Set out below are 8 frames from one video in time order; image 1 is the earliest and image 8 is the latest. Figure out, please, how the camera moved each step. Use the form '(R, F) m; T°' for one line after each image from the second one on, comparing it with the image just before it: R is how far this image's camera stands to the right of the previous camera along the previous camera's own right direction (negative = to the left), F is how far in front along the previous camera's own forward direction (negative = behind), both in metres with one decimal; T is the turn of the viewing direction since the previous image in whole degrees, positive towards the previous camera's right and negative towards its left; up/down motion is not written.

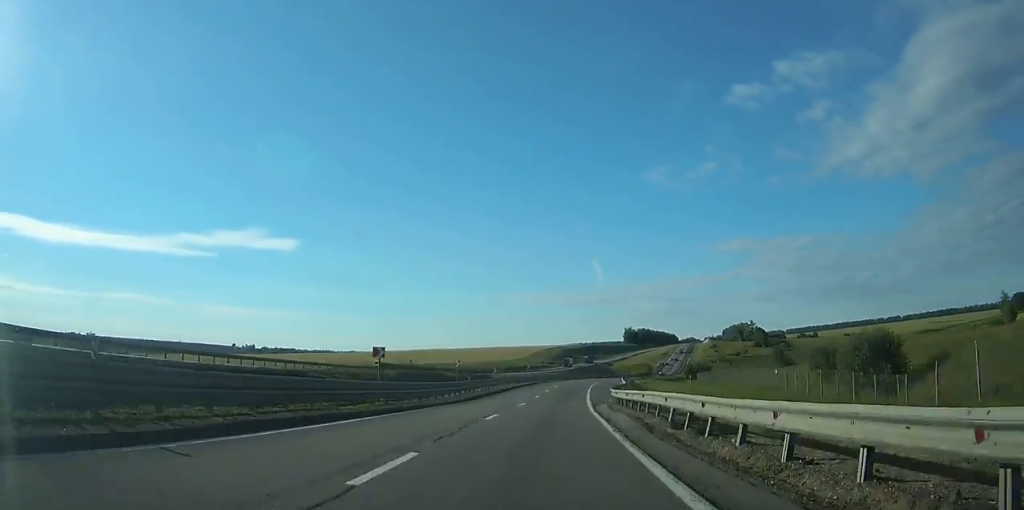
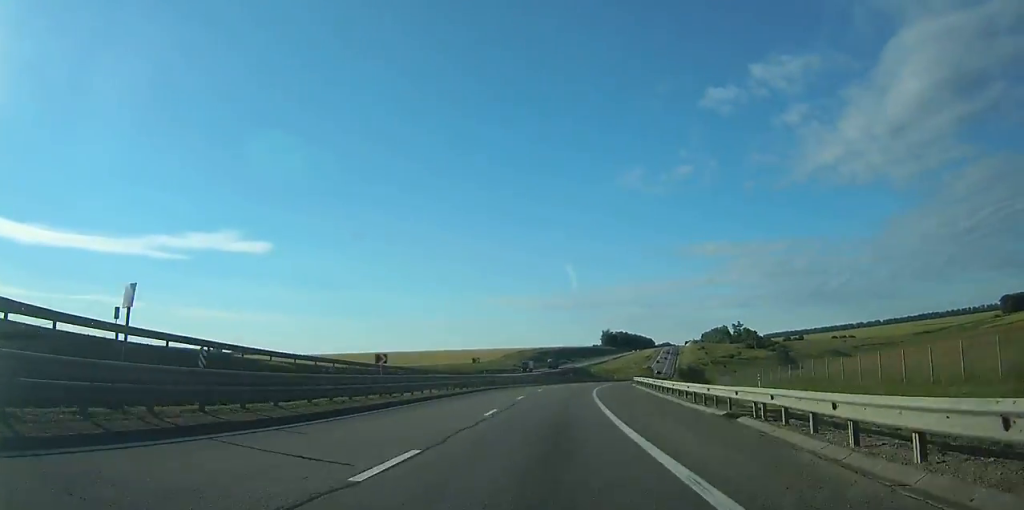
(-0.6, +33.9) m; +2°
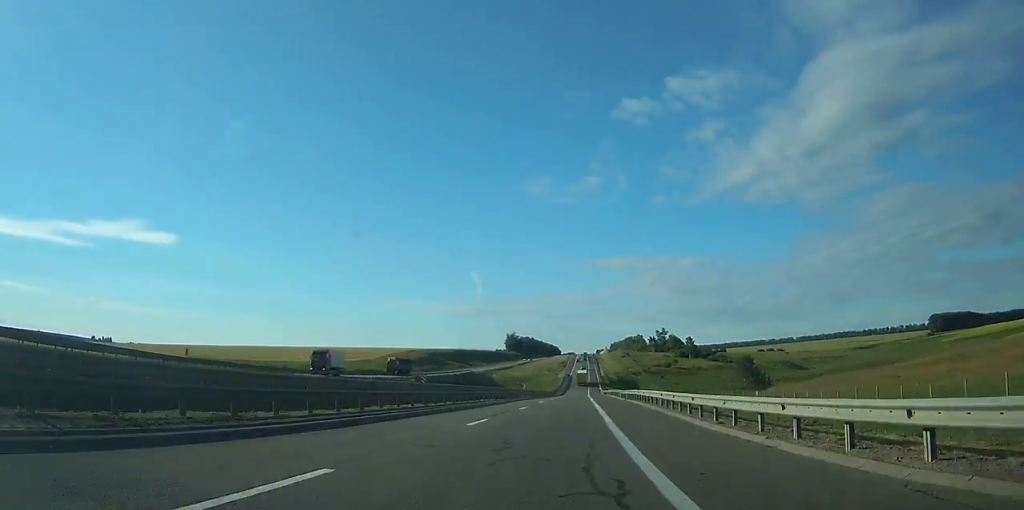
(+3.6, +56.5) m; +5°
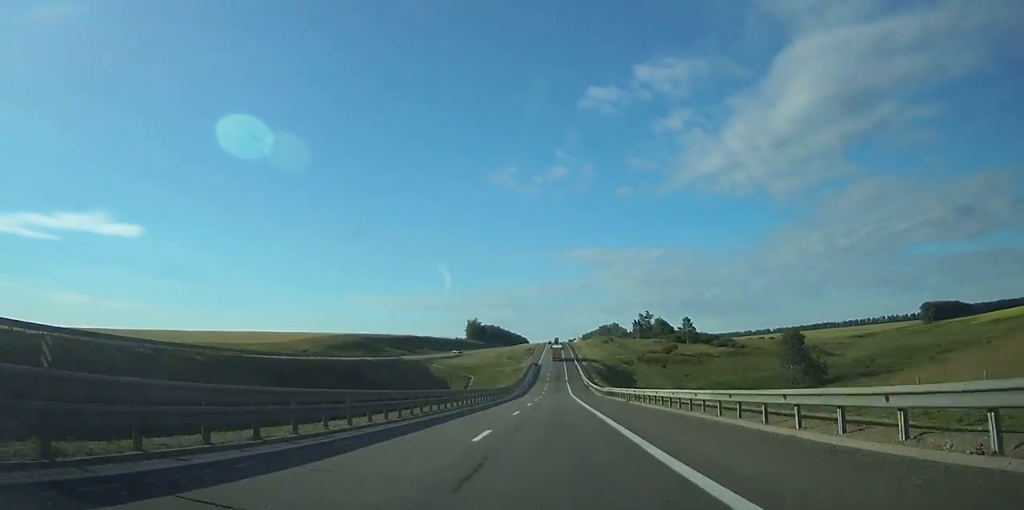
(+2.5, +59.3) m; +3°
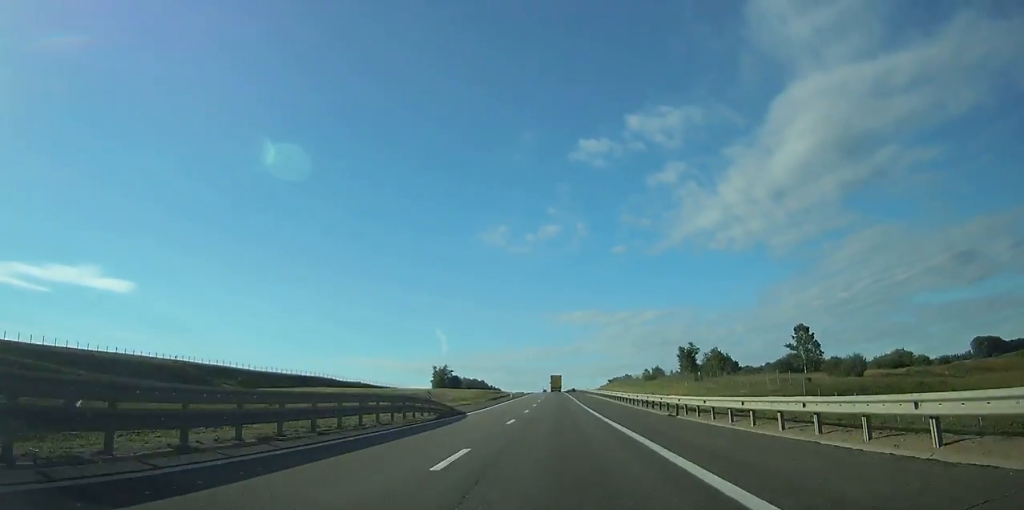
(+2.9, +118.6) m; +2°
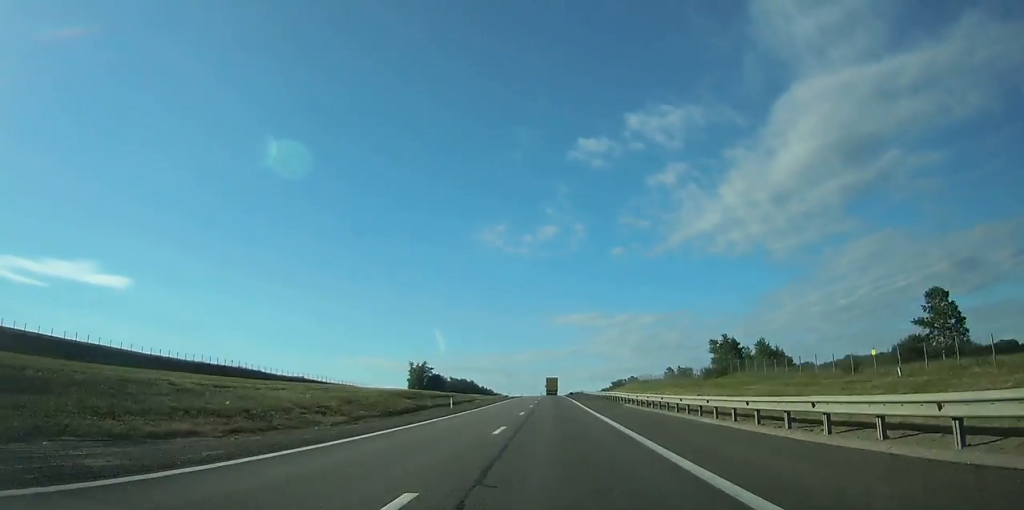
(0.0, +54.9) m; 0°
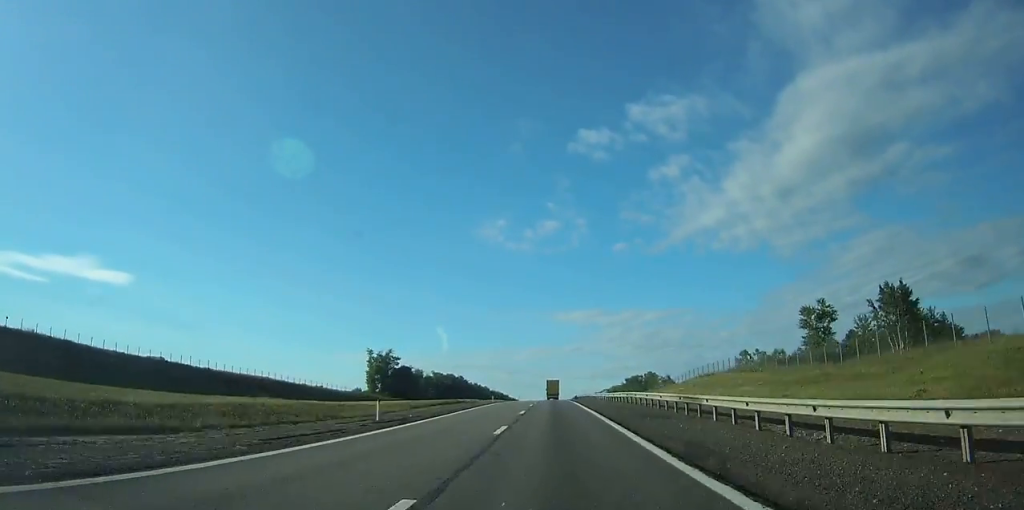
(-0.1, +77.9) m; 0°
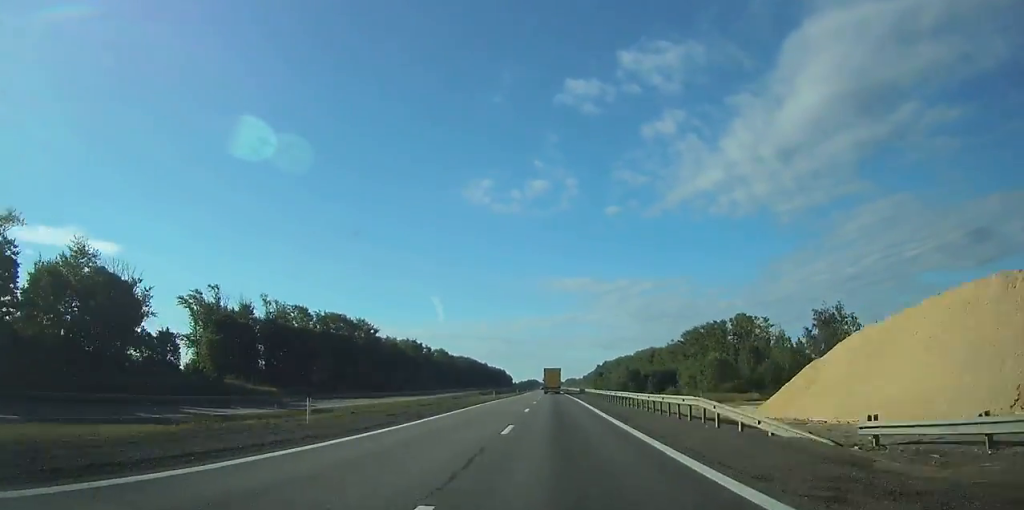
(-0.1, +219.0) m; 0°
